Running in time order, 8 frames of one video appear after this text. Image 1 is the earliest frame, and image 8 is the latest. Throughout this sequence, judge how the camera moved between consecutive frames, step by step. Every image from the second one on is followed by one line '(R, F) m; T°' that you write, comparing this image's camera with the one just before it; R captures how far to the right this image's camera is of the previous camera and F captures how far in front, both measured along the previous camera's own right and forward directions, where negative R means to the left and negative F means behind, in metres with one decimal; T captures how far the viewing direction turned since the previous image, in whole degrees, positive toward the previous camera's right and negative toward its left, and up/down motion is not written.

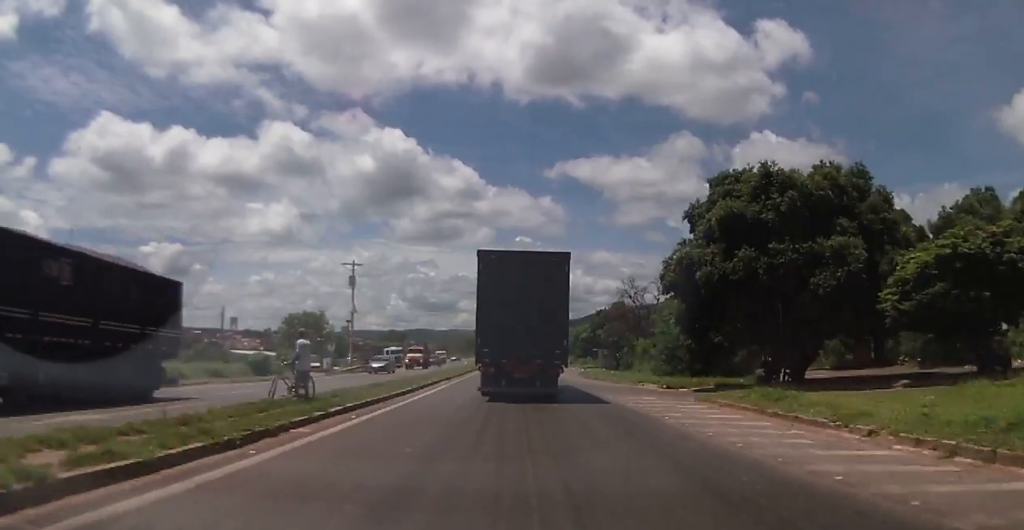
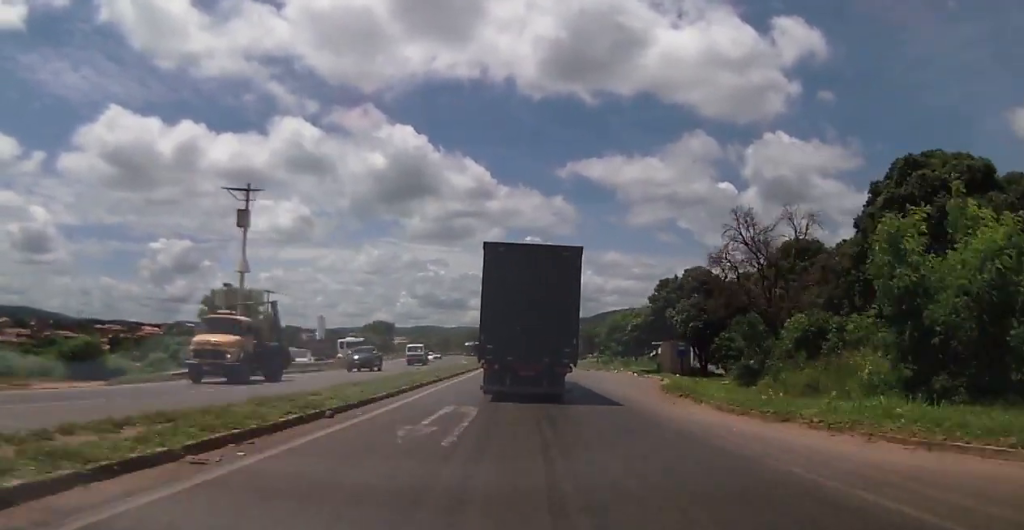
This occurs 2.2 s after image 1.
(0.0, +29.4) m; 0°
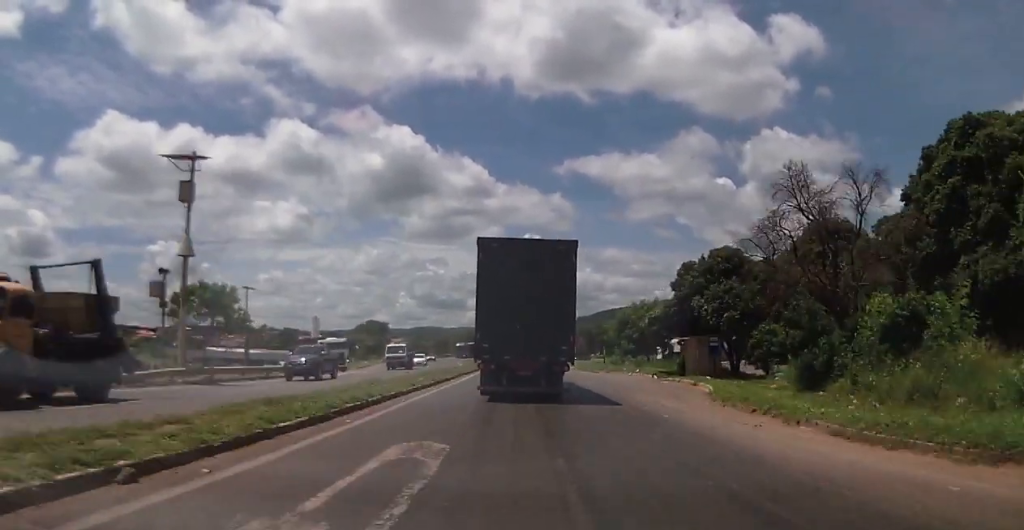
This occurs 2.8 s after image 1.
(0.0, +7.0) m; 0°
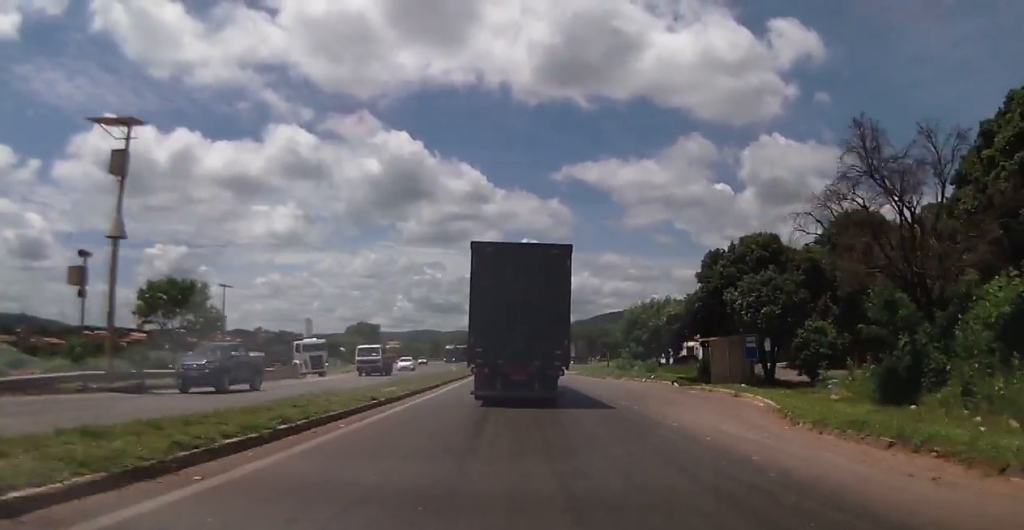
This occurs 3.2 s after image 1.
(0.0, +6.0) m; 0°
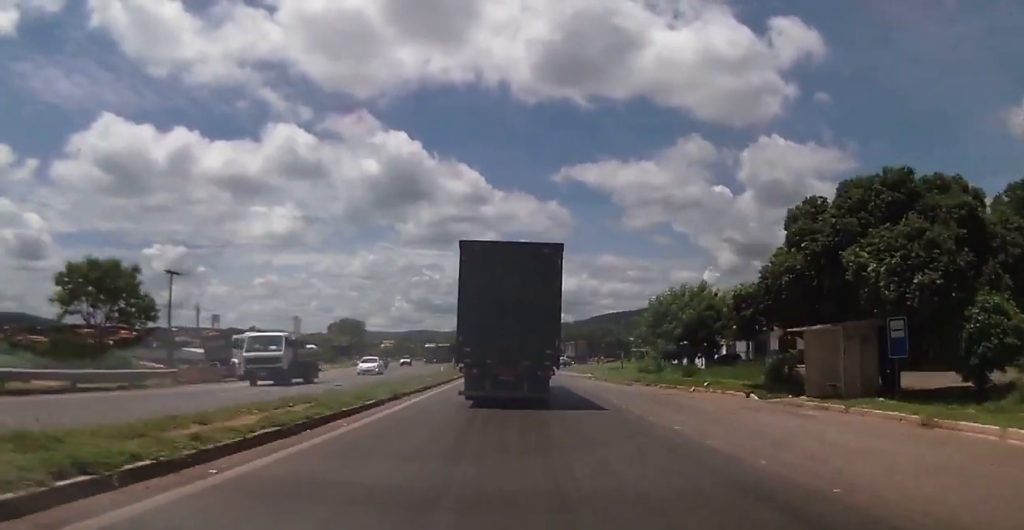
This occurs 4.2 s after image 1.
(+0.1, +12.1) m; 0°
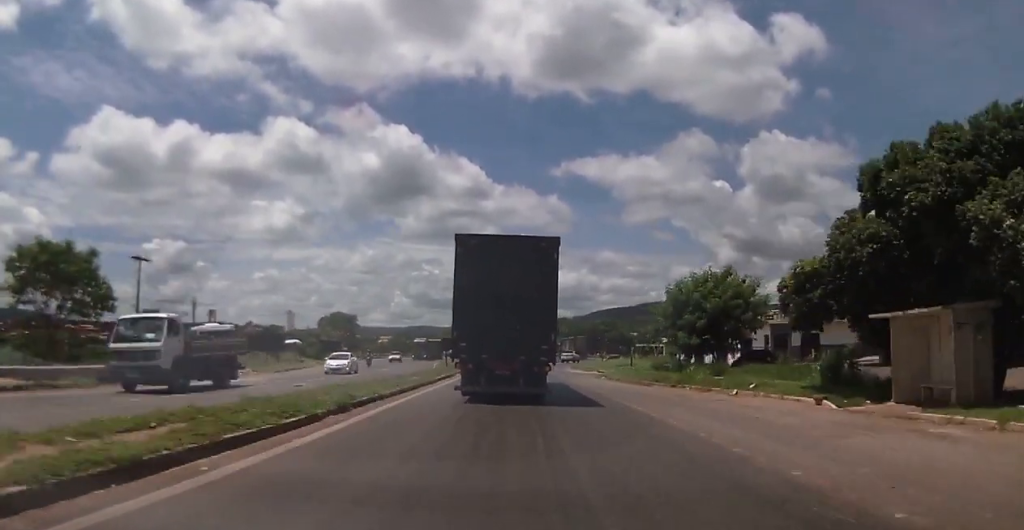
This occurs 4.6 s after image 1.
(+0.1, +6.0) m; 0°
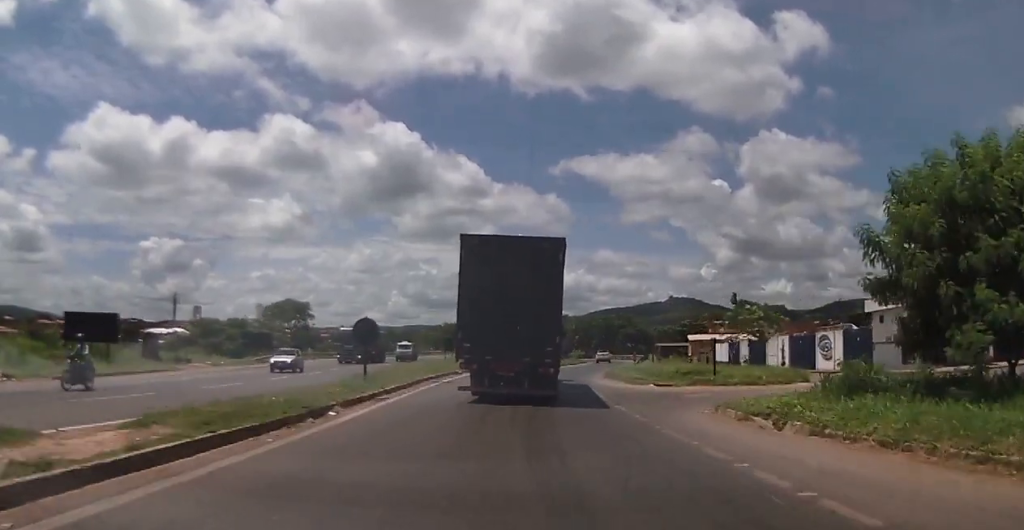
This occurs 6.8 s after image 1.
(-0.2, +26.7) m; +2°
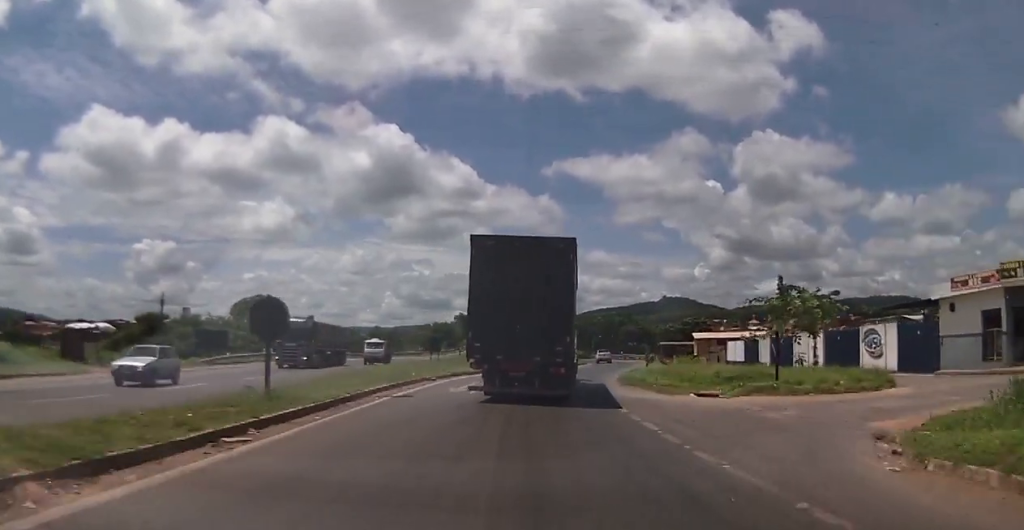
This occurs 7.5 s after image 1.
(+0.3, +9.5) m; 0°
